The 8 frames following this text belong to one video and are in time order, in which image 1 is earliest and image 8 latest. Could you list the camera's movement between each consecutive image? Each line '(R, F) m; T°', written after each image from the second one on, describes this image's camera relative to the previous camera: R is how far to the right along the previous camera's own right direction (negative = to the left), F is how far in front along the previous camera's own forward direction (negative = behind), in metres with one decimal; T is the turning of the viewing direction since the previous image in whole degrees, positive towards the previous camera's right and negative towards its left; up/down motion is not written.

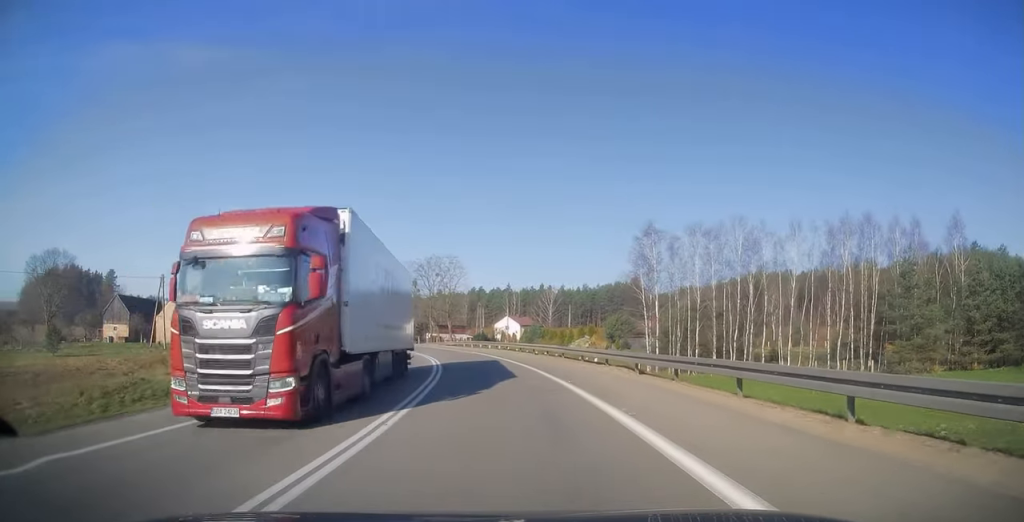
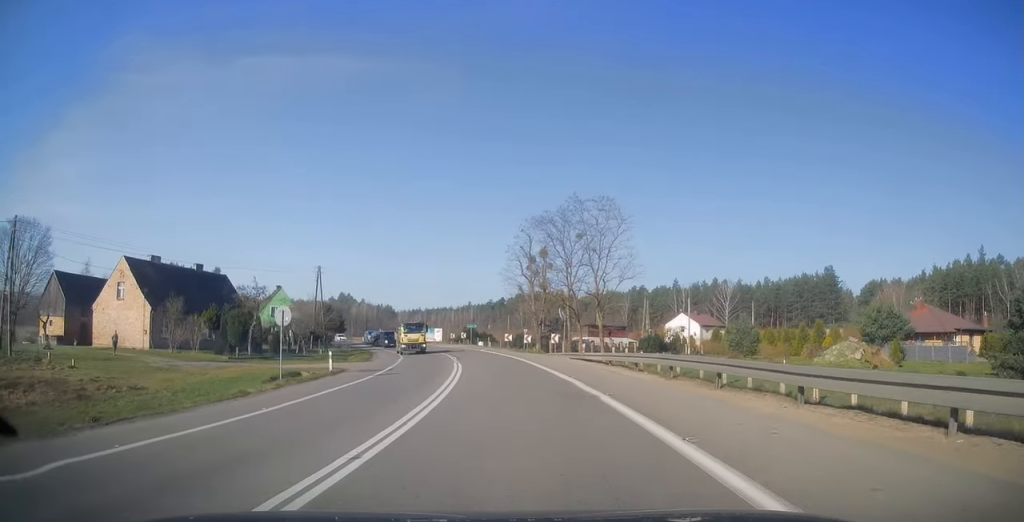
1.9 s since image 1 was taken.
(-4.0, +40.6) m; -14°
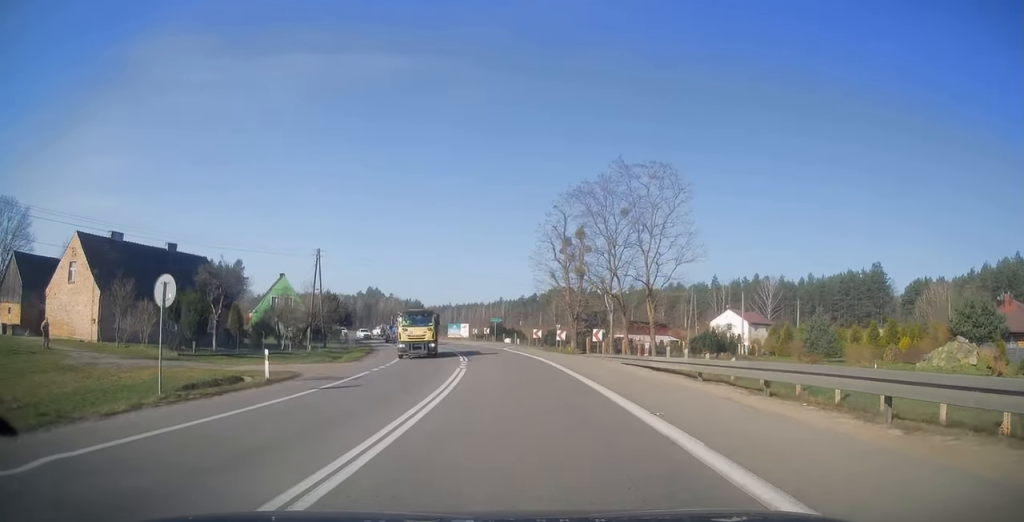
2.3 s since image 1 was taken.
(-1.0, +10.1) m; -3°
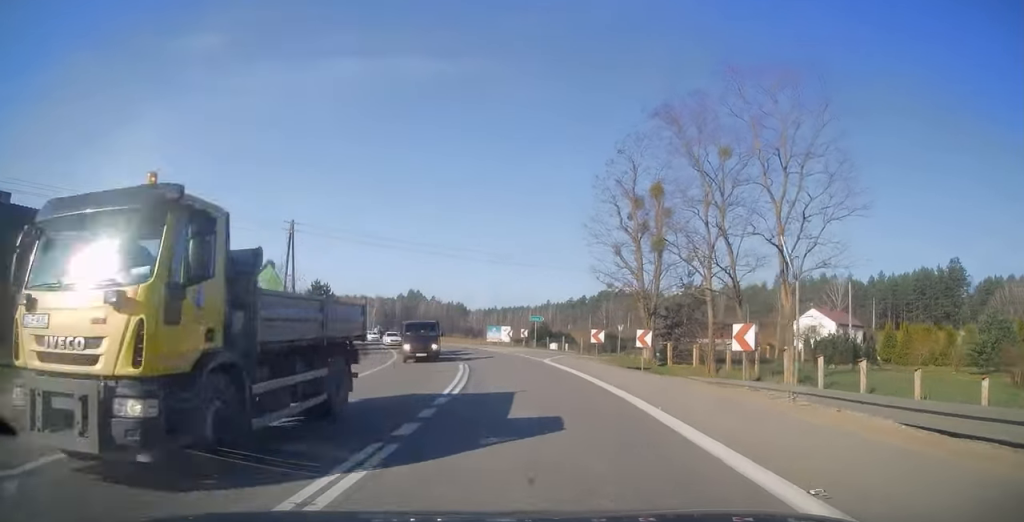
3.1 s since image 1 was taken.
(-1.0, +16.9) m; -4°
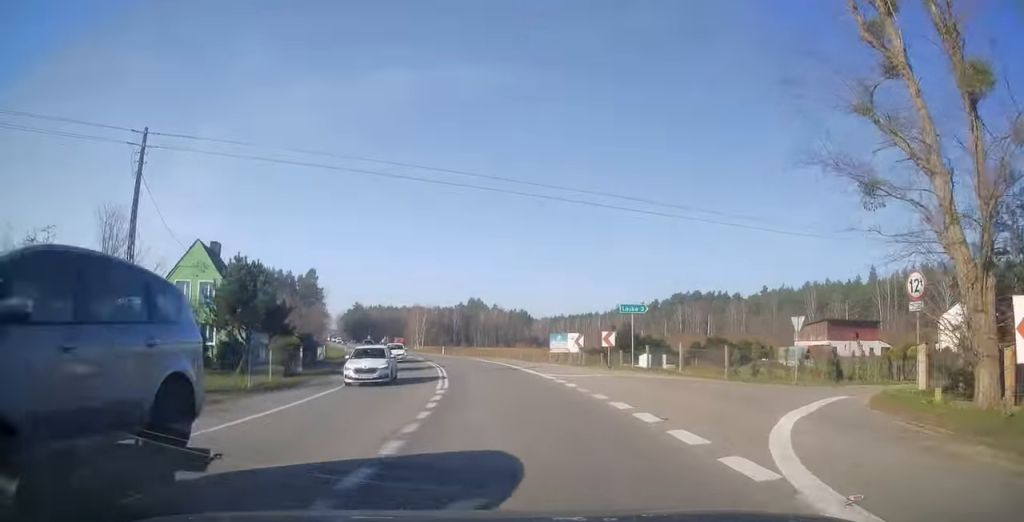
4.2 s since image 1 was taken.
(-0.7, +24.2) m; -6°
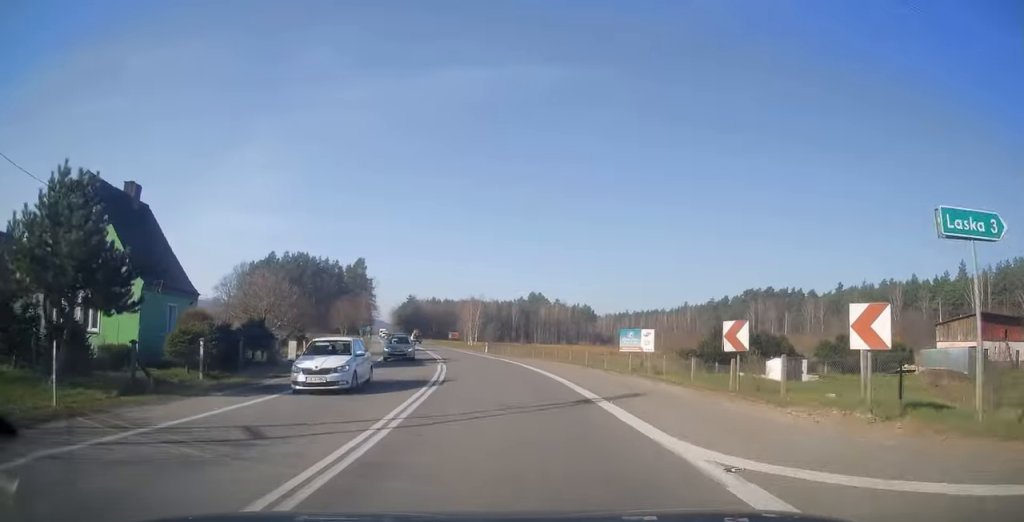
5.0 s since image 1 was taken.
(-0.8, +17.0) m; -6°
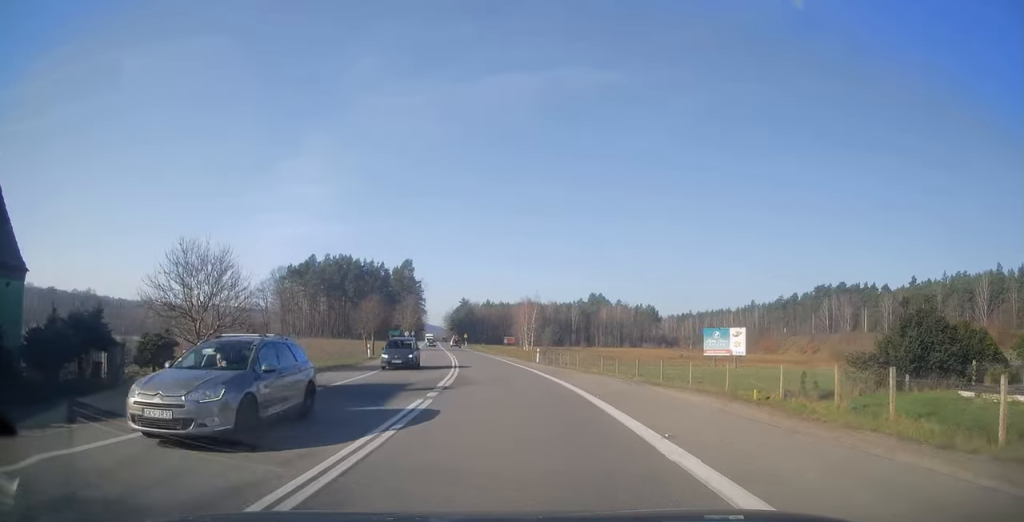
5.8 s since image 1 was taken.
(-0.9, +16.4) m; -5°
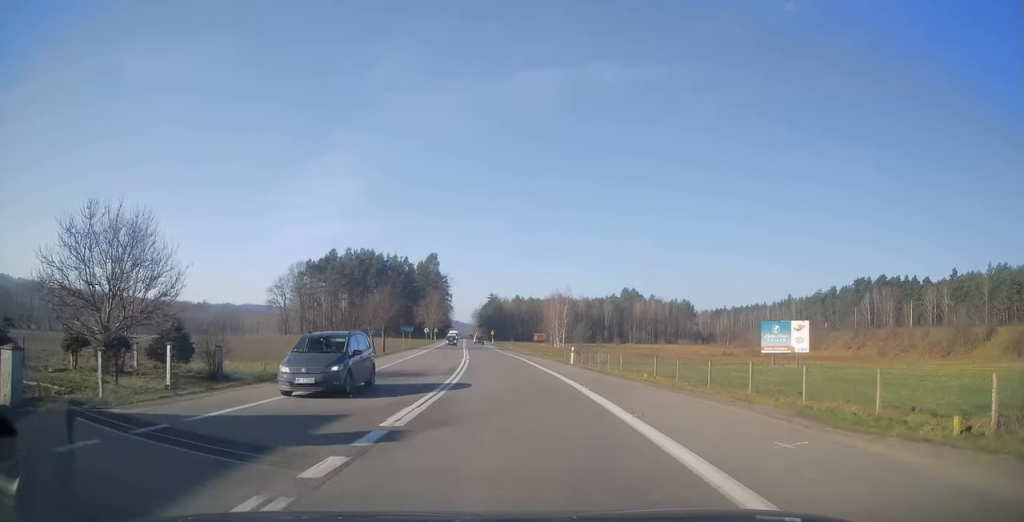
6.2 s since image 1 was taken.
(-0.3, +9.9) m; -2°
